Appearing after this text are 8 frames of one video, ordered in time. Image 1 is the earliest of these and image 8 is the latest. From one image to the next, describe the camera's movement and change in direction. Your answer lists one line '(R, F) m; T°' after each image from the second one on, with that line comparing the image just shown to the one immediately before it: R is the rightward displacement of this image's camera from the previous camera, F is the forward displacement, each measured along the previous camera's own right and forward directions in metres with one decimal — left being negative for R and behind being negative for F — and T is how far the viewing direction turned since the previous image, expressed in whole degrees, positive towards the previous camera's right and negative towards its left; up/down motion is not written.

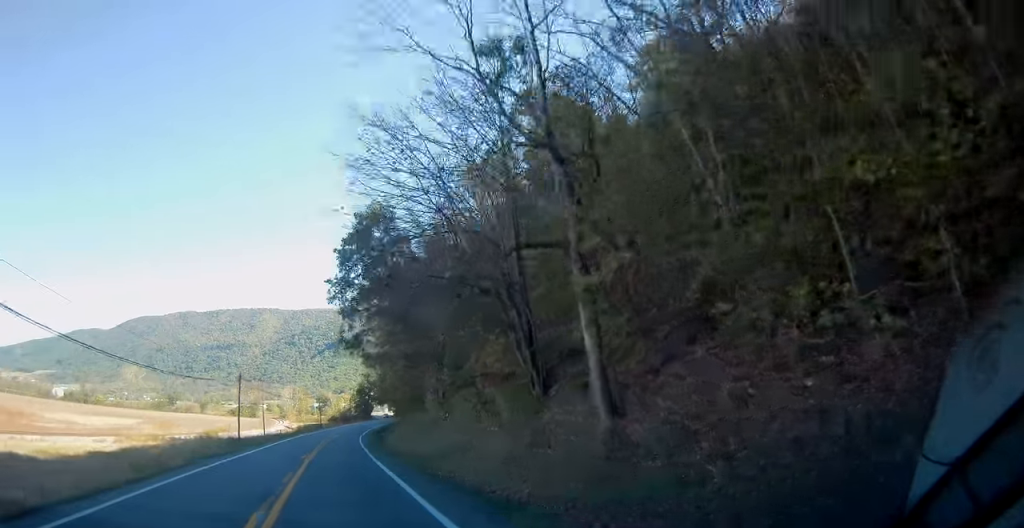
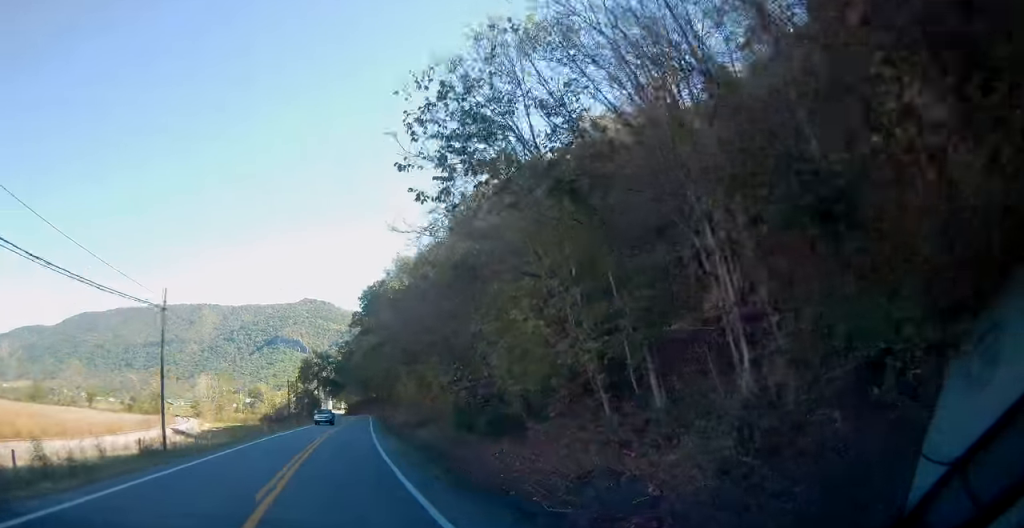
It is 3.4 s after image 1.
(+3.2, +78.9) m; +7°
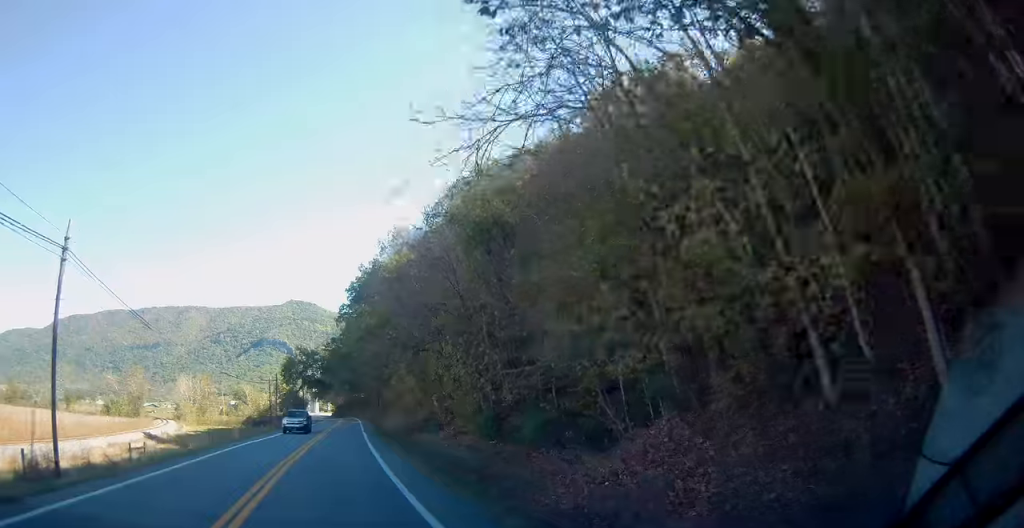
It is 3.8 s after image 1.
(+0.1, +10.2) m; +1°
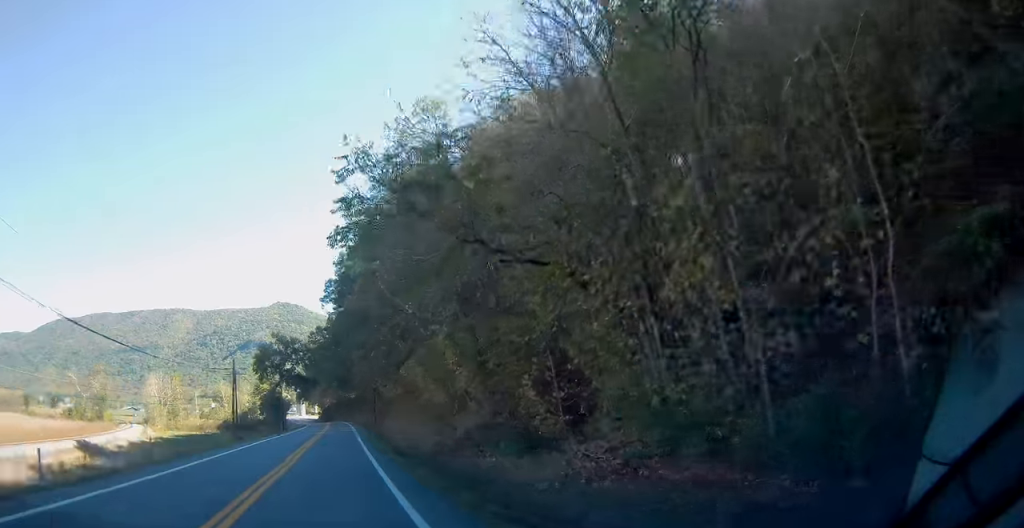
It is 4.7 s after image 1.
(+0.2, +24.0) m; +1°
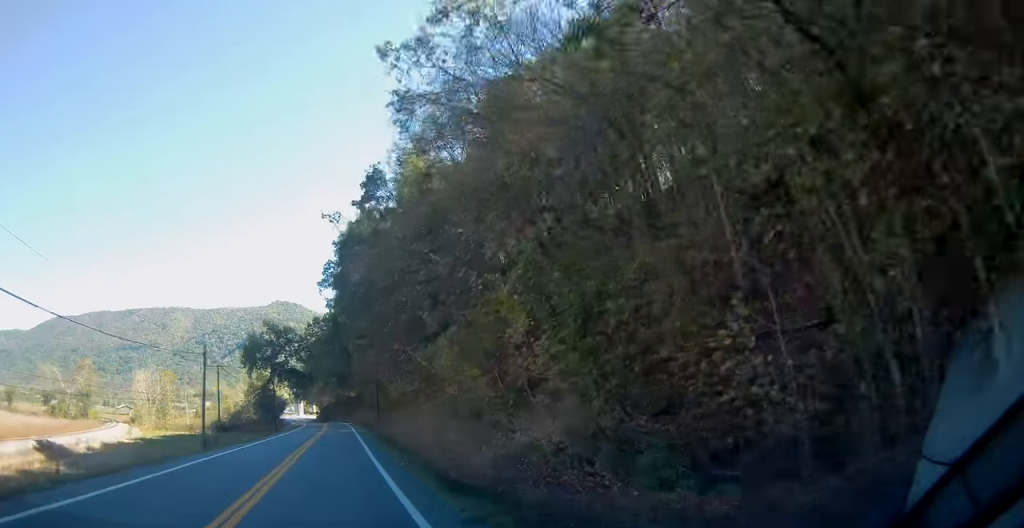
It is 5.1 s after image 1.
(0.0, +11.0) m; 0°
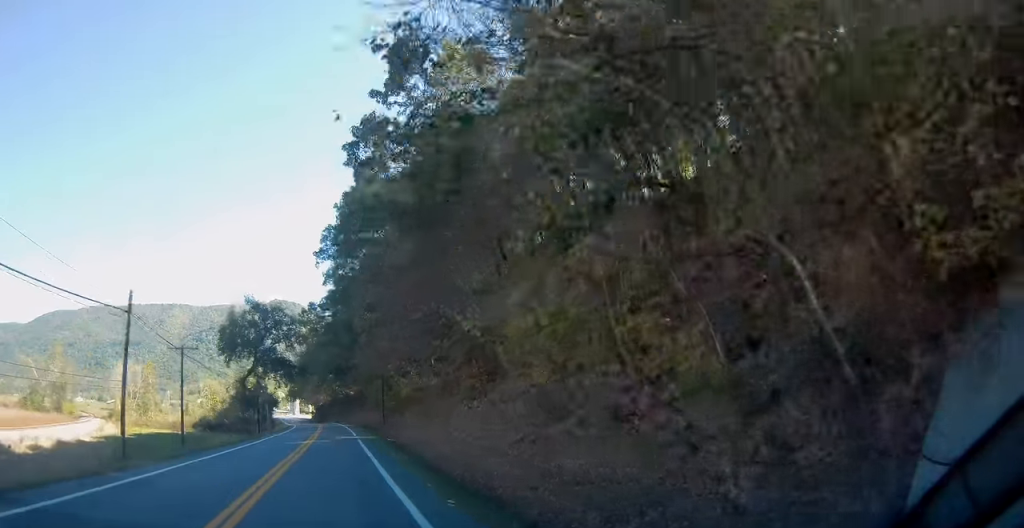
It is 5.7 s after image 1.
(0.0, +15.0) m; 0°
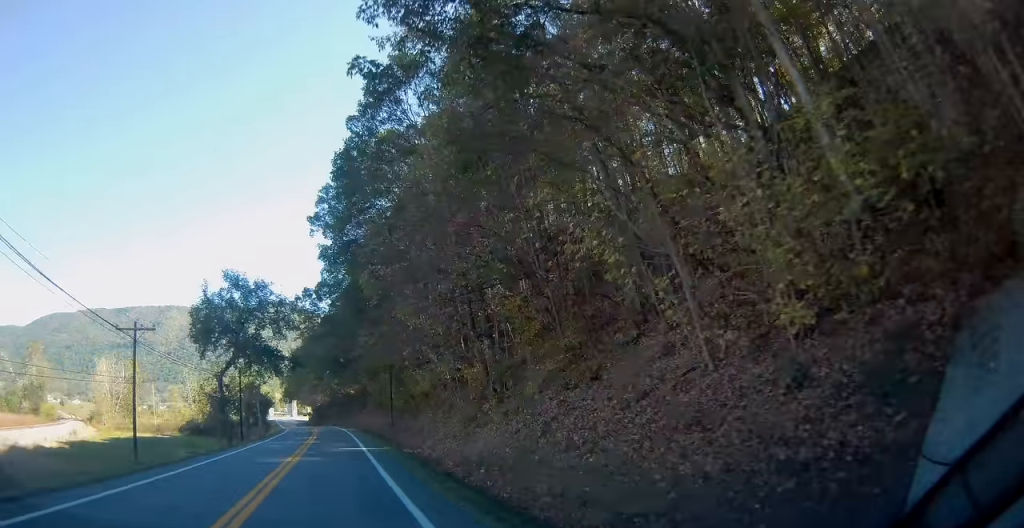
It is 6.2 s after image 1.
(+0.2, +12.1) m; 0°
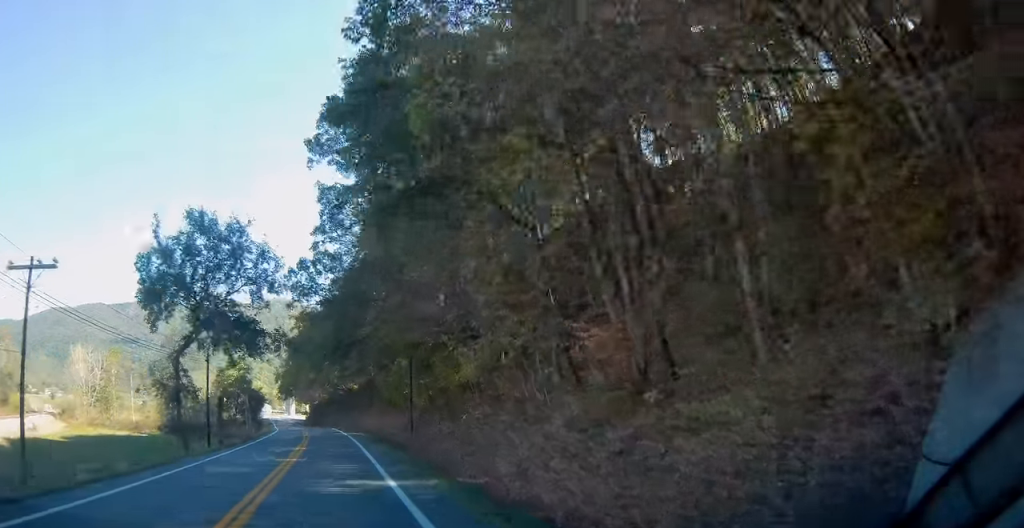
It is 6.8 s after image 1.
(0.0, +15.1) m; 0°
